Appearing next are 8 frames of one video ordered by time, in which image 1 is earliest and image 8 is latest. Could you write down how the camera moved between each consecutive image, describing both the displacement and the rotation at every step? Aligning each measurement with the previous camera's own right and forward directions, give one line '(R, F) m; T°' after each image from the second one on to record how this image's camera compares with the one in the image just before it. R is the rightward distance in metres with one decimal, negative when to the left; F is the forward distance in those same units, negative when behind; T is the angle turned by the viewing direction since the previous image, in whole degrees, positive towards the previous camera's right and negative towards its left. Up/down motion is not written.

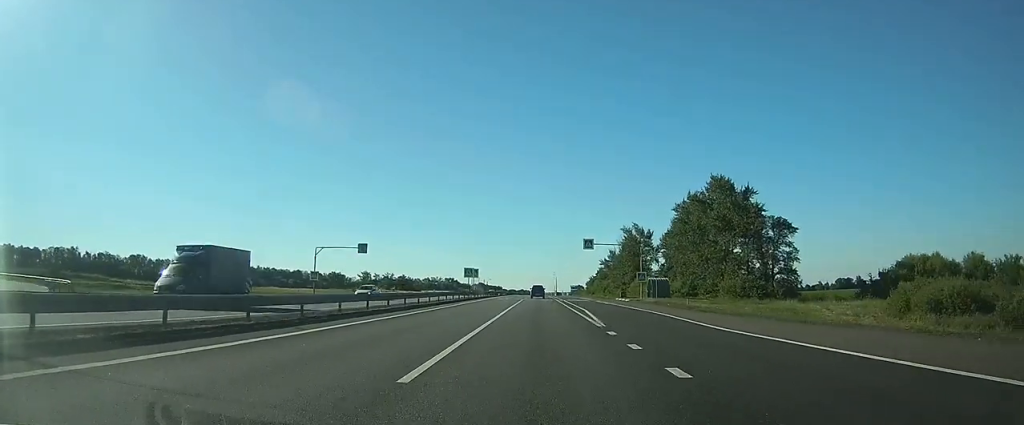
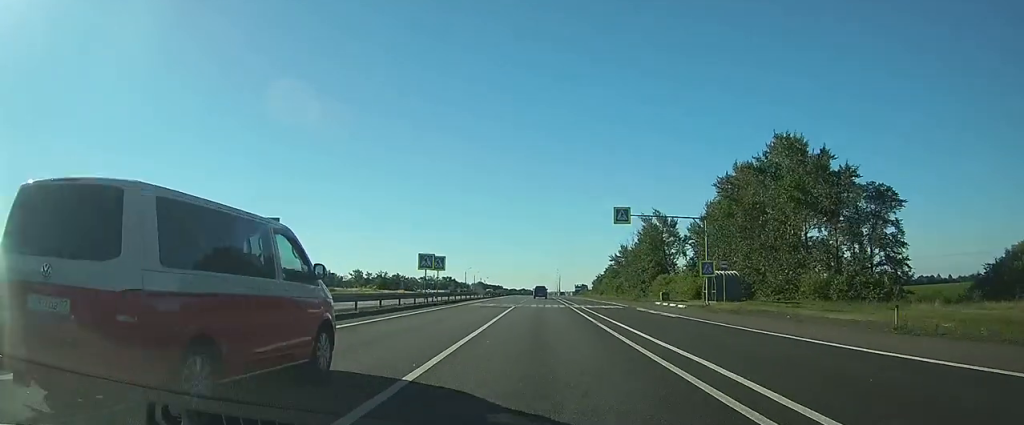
(+0.1, +26.4) m; 0°
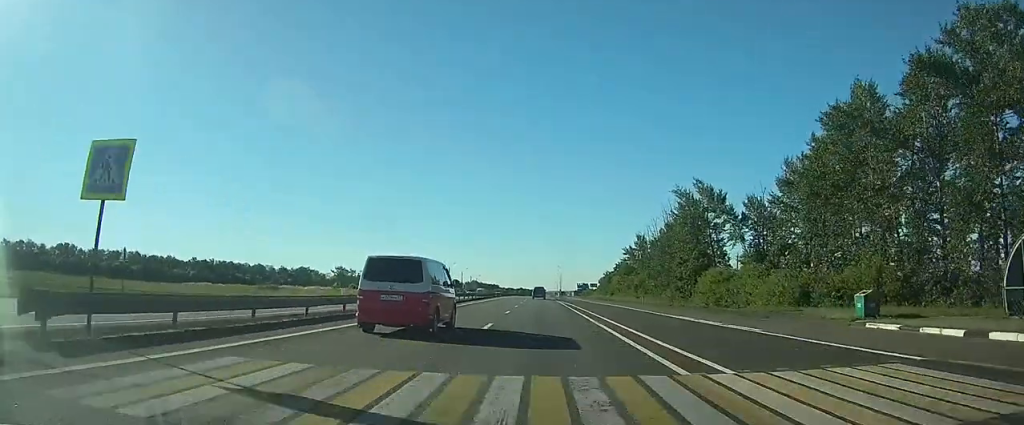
(-0.1, +35.9) m; 0°
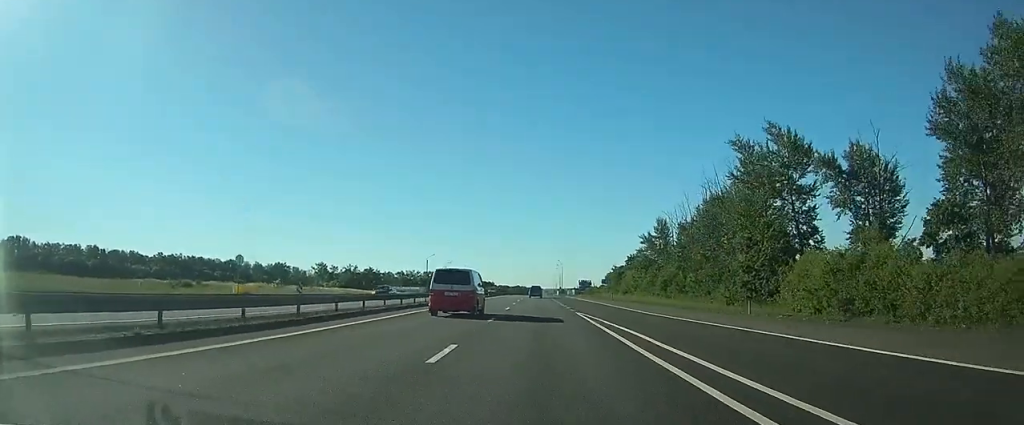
(0.0, +32.1) m; 0°
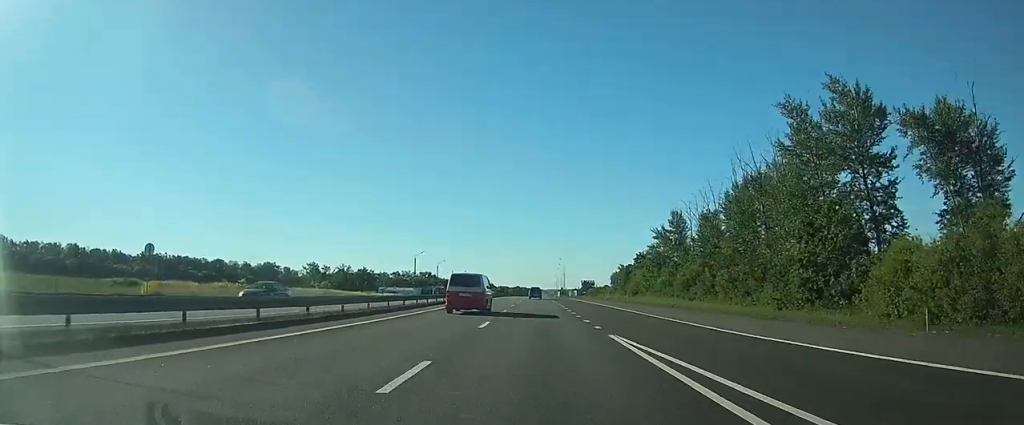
(0.0, +14.7) m; 0°
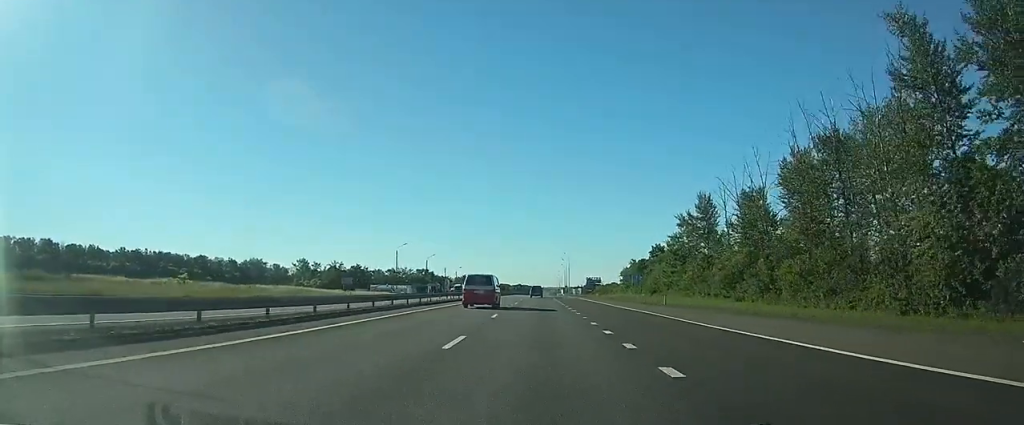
(0.0, +19.0) m; 0°
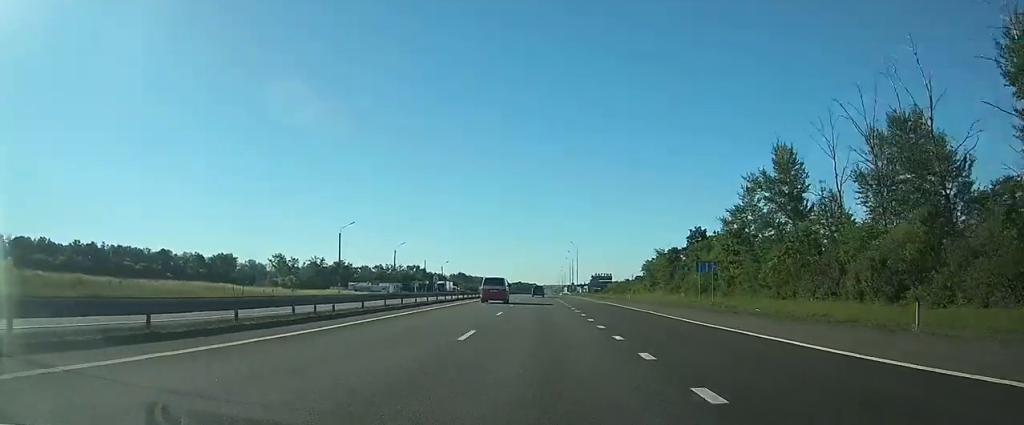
(0.0, +33.7) m; 0°
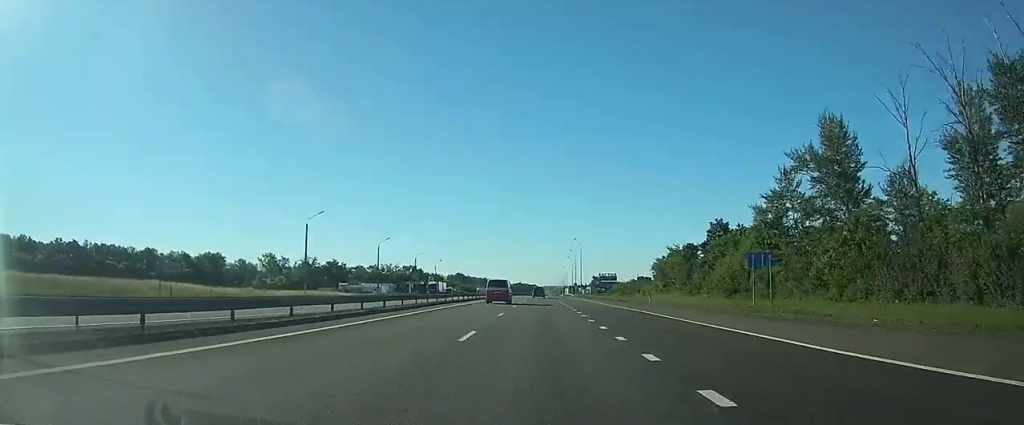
(0.0, +12.1) m; 0°
